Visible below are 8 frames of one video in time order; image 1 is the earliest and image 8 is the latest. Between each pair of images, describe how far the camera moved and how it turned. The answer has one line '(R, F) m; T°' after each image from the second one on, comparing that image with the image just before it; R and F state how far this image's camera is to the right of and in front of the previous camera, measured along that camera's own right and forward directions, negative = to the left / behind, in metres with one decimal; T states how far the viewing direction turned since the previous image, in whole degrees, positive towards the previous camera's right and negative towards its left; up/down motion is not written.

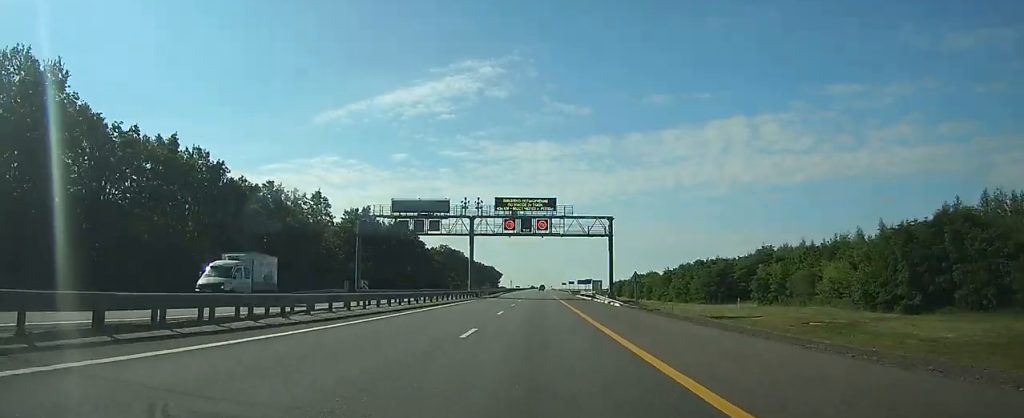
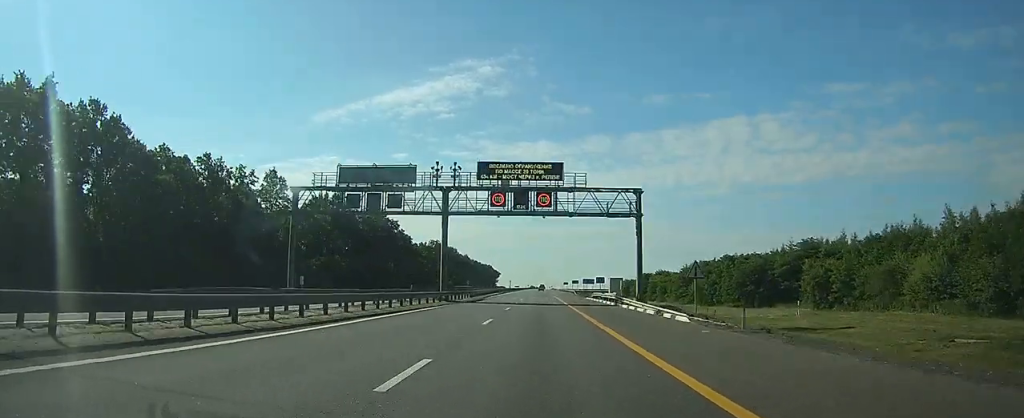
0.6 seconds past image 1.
(-0.1, +20.3) m; +2°
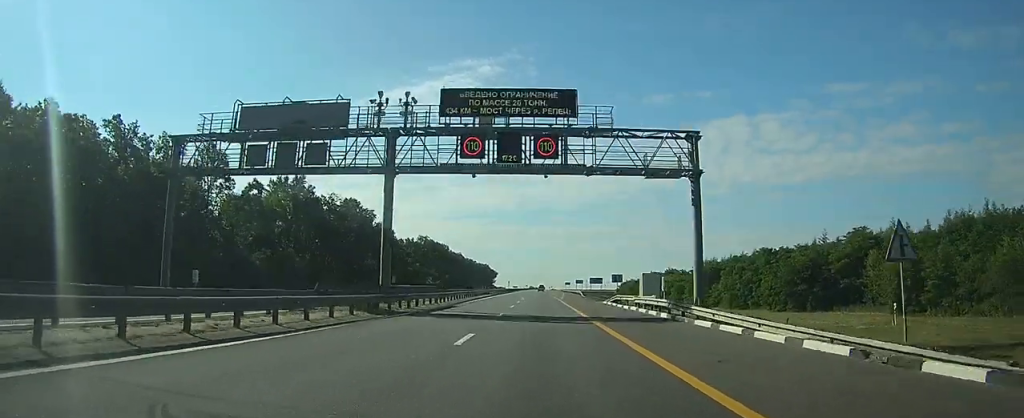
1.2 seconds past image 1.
(+0.5, +19.2) m; -1°
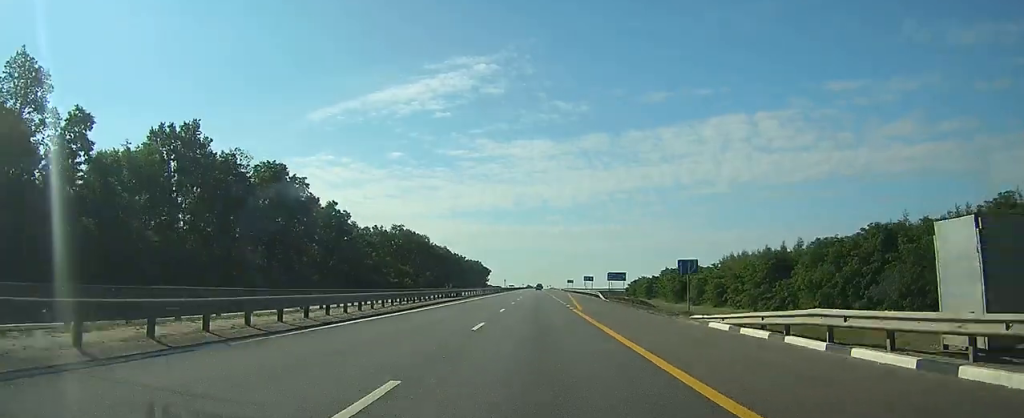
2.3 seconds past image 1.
(-0.7, +31.9) m; -3°
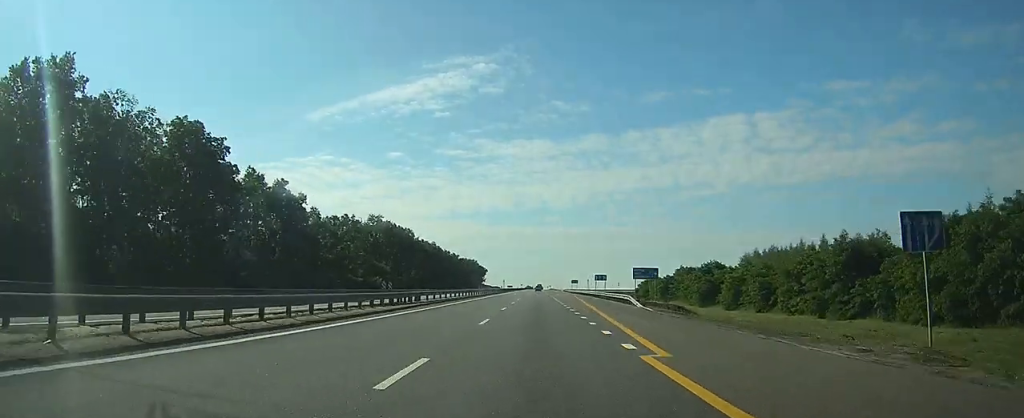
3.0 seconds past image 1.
(-1.2, +20.9) m; -1°
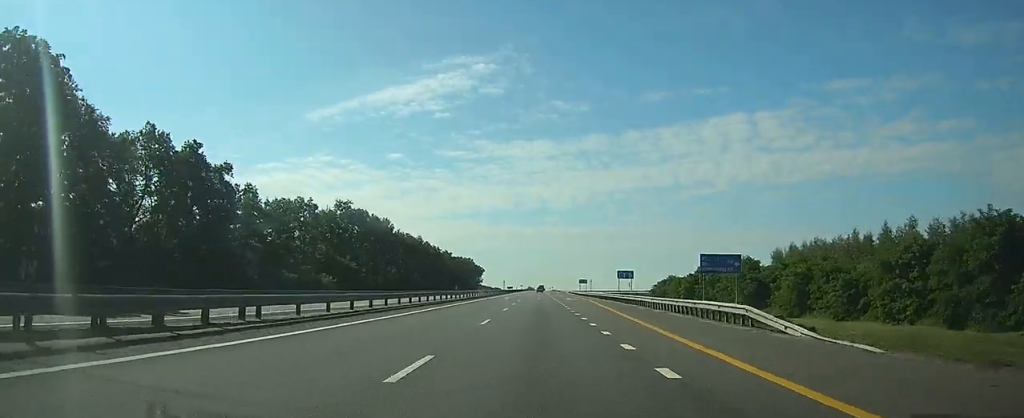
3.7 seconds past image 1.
(+1.1, +23.1) m; +2°
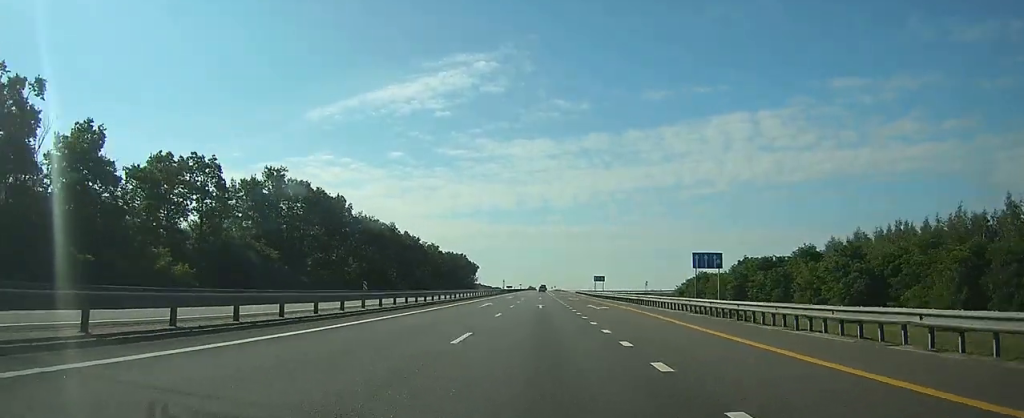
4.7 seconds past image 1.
(+0.1, +30.7) m; 0°
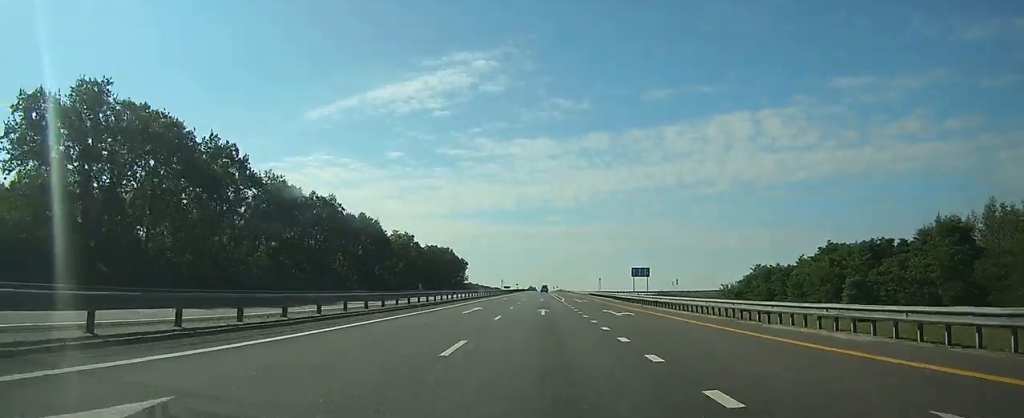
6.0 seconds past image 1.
(0.0, +38.5) m; 0°
